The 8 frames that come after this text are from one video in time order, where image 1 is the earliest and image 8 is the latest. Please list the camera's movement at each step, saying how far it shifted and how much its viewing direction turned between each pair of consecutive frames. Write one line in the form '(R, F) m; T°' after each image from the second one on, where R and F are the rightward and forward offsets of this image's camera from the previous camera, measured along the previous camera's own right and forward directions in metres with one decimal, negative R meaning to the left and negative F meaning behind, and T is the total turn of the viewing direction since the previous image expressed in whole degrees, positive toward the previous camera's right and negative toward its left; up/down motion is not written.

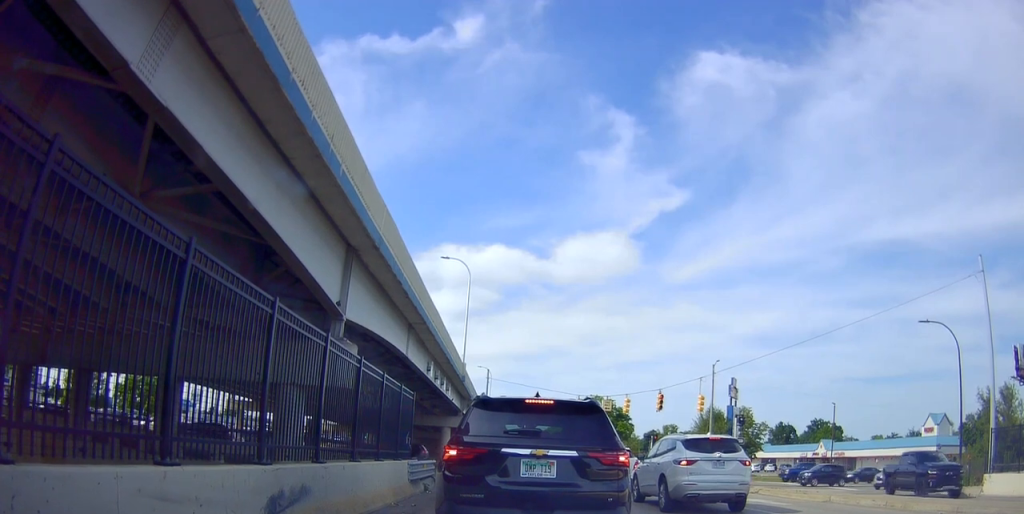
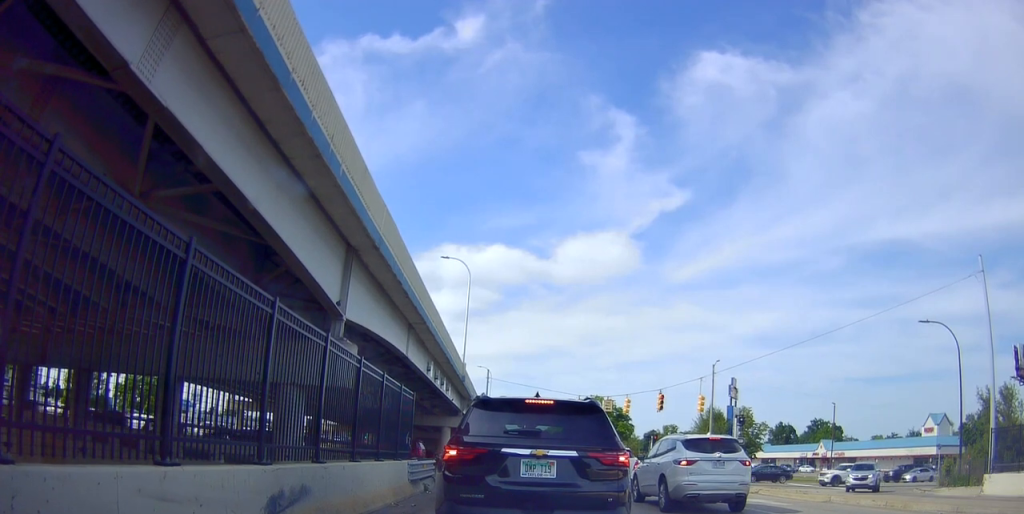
(0.0, +0.3) m; 0°
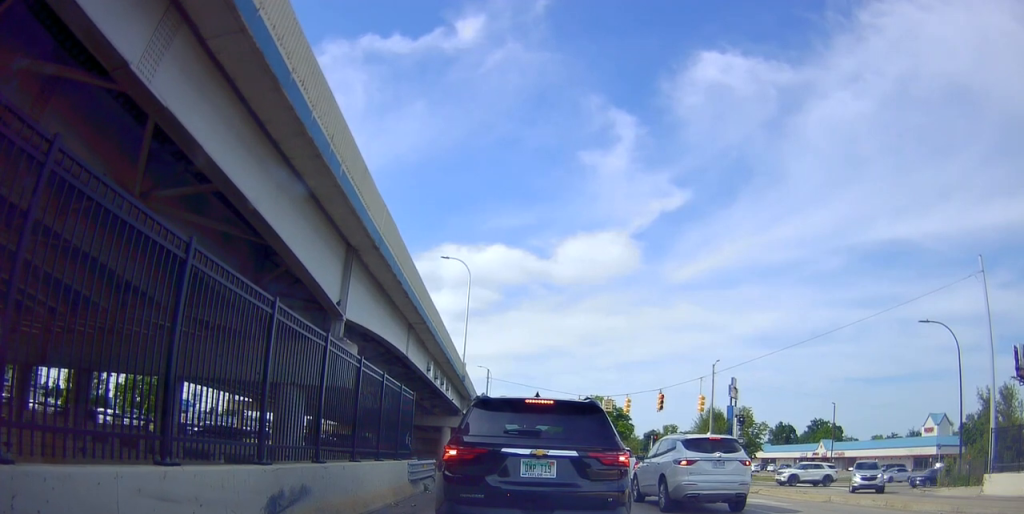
(0.0, 0.0) m; 0°
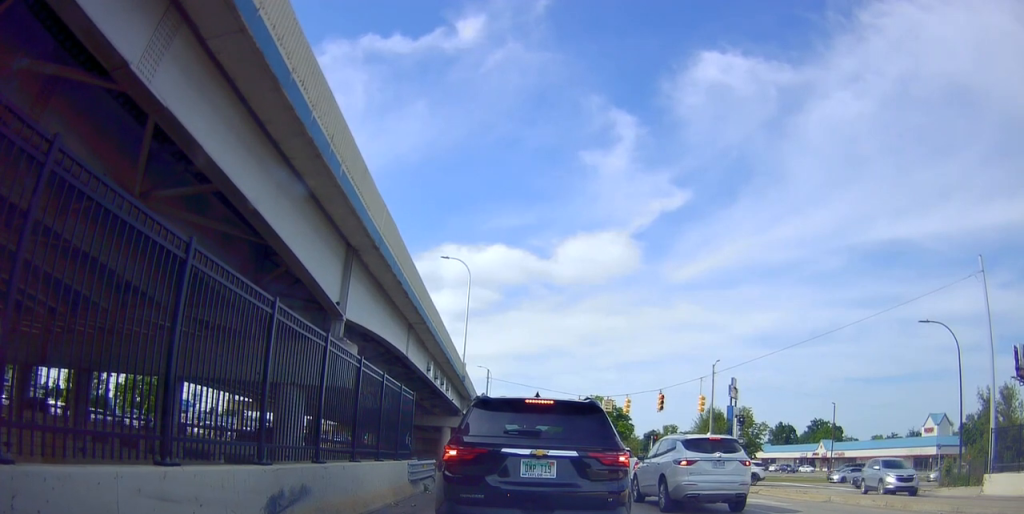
(0.0, 0.0) m; 0°
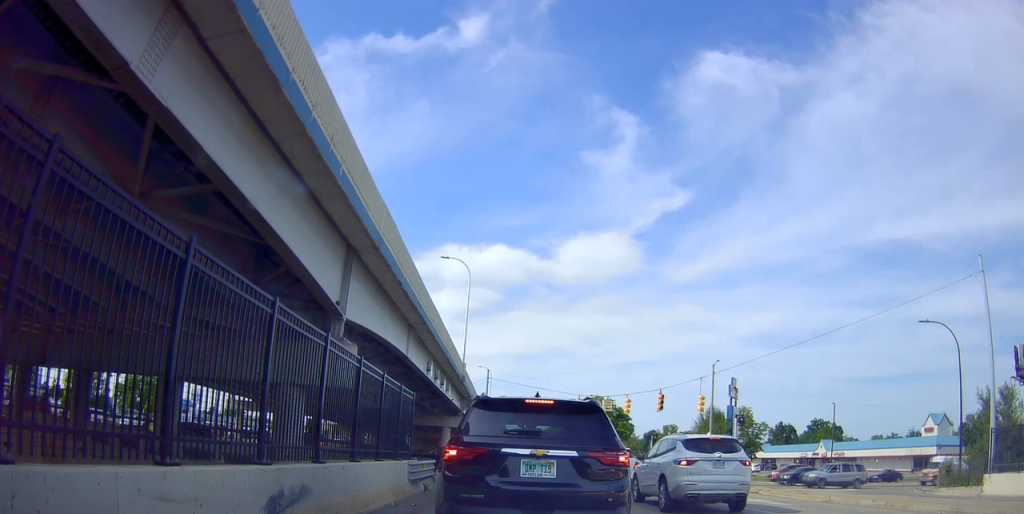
(0.0, 0.0) m; 0°
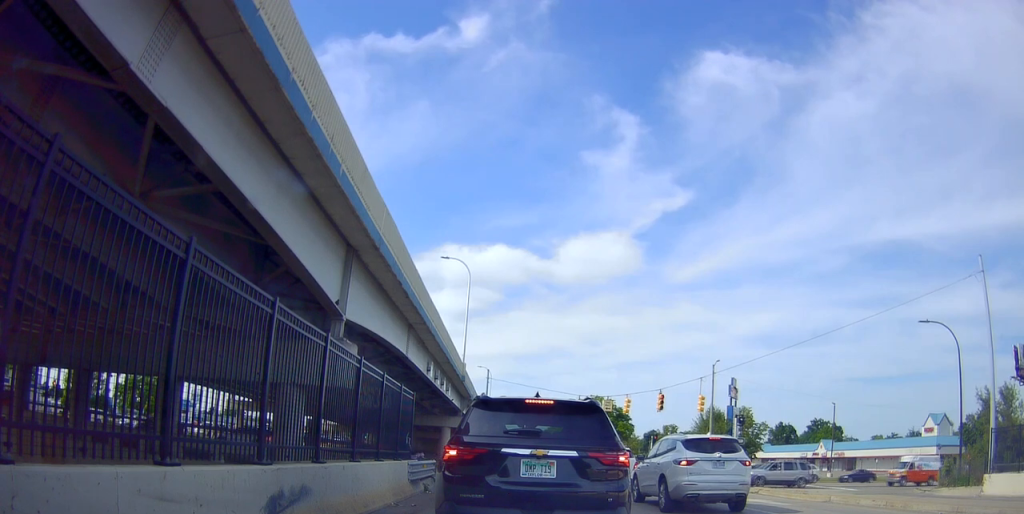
(0.0, 0.0) m; 0°
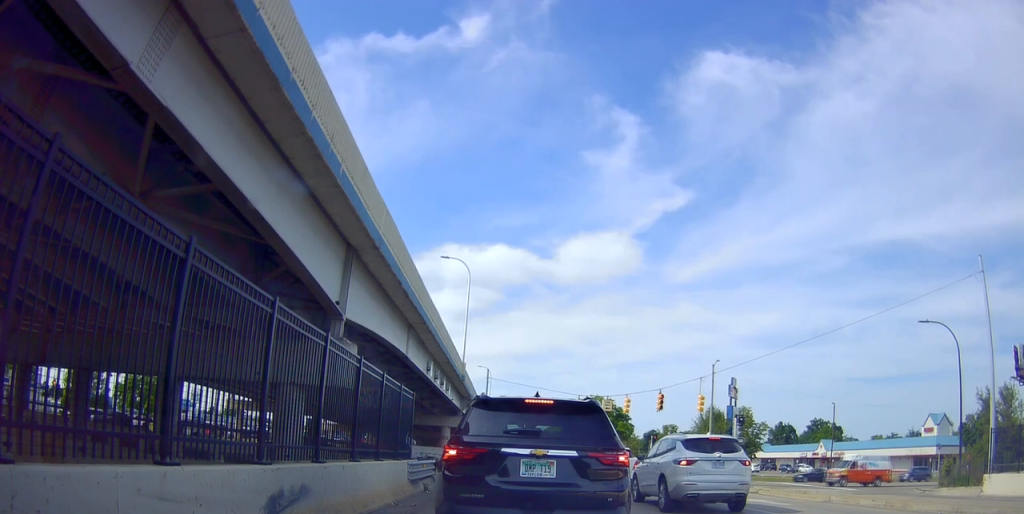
(0.0, 0.0) m; 0°
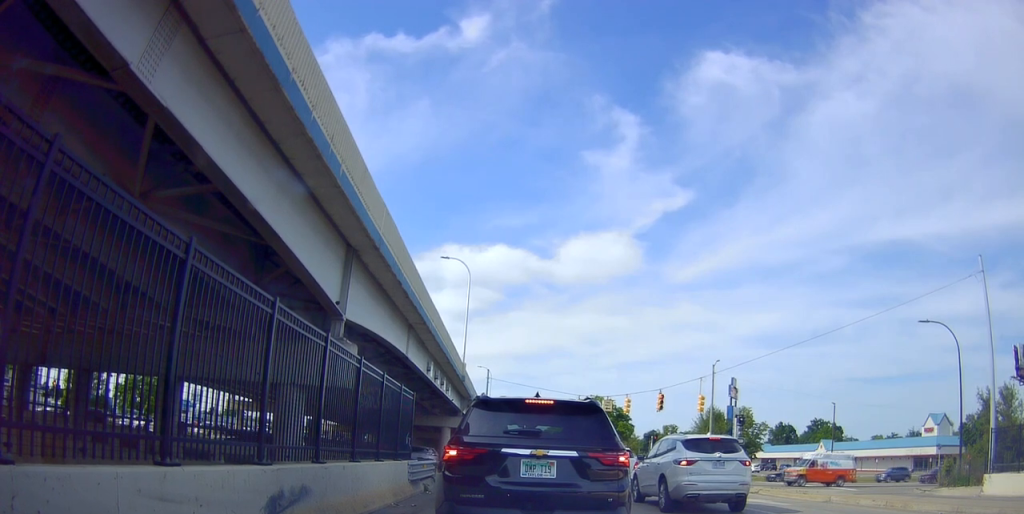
(0.0, 0.0) m; 0°
